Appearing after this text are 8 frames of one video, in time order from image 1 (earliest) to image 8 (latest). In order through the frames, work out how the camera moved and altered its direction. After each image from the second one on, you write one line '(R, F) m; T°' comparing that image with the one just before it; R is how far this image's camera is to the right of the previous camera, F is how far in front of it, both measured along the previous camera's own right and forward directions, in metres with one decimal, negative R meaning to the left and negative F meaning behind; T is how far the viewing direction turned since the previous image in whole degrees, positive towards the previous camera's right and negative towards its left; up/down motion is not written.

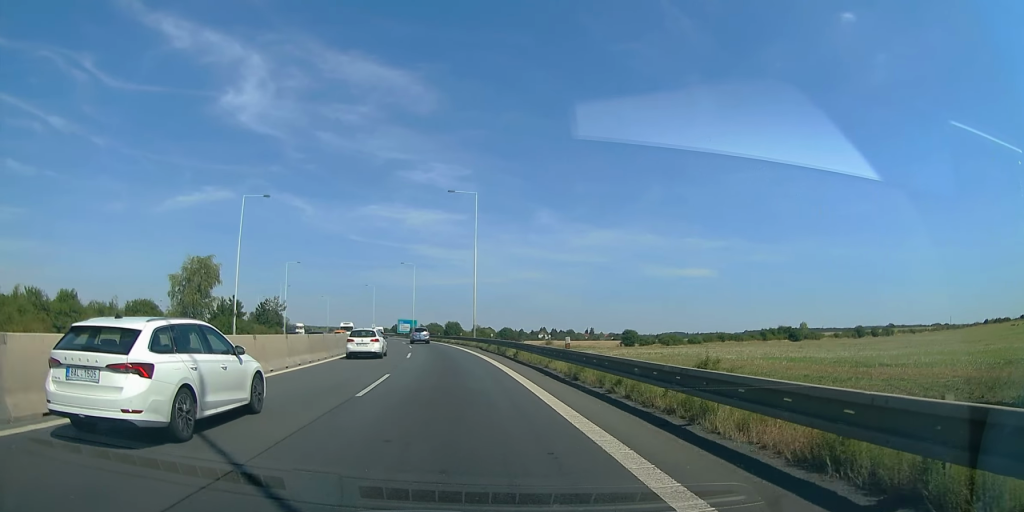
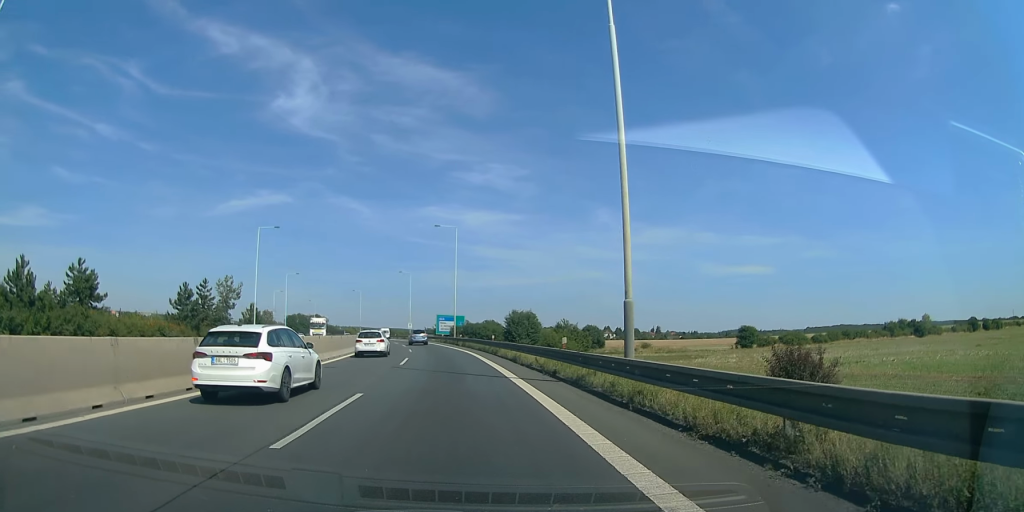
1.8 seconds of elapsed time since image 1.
(-0.5, +34.7) m; -5°
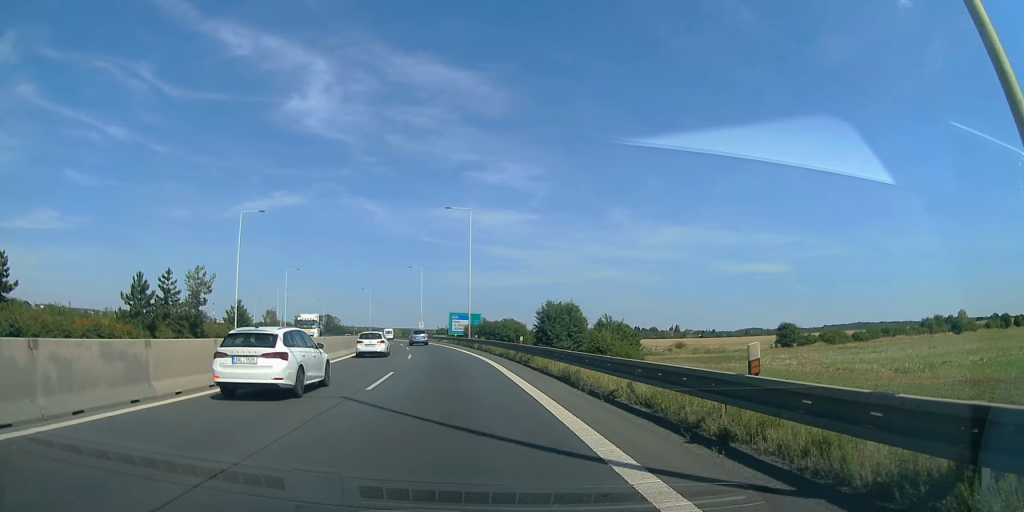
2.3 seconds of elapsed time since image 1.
(-0.4, +10.0) m; -2°
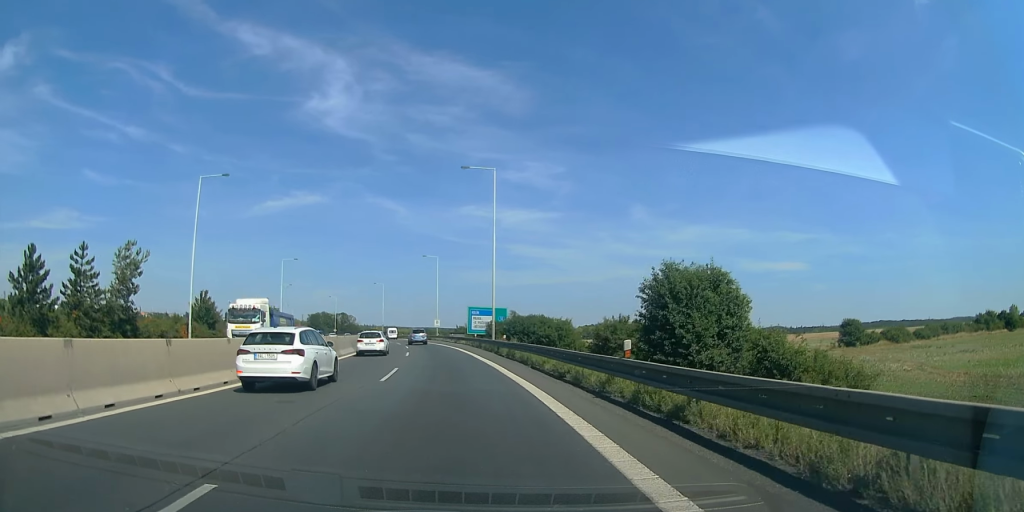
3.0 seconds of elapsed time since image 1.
(-0.4, +14.4) m; -2°
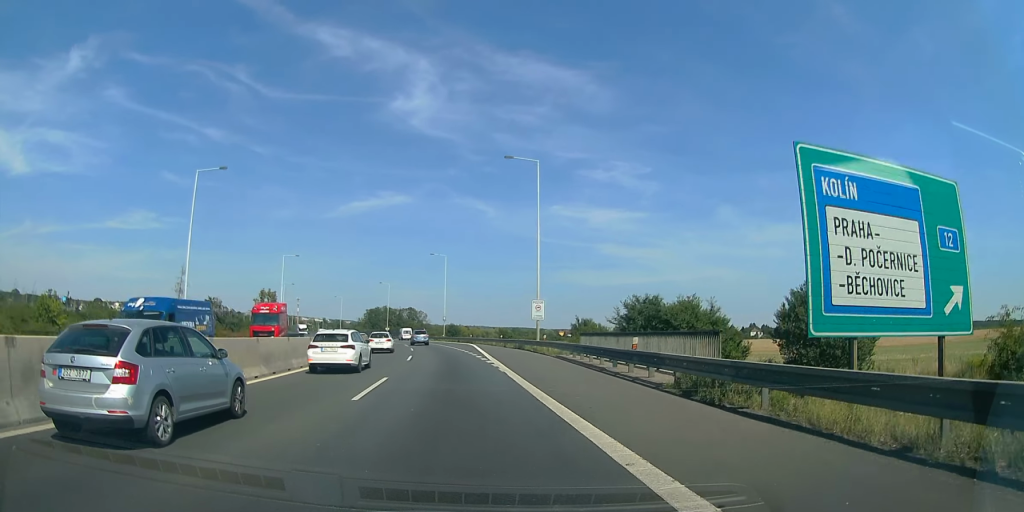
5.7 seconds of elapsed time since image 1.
(-5.7, +59.1) m; -8°
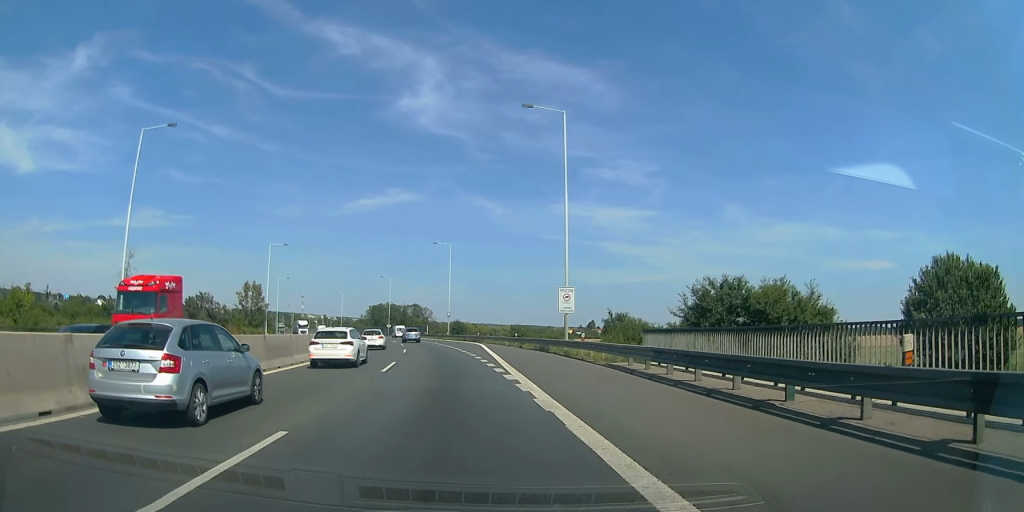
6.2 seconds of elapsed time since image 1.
(0.0, +11.0) m; -1°
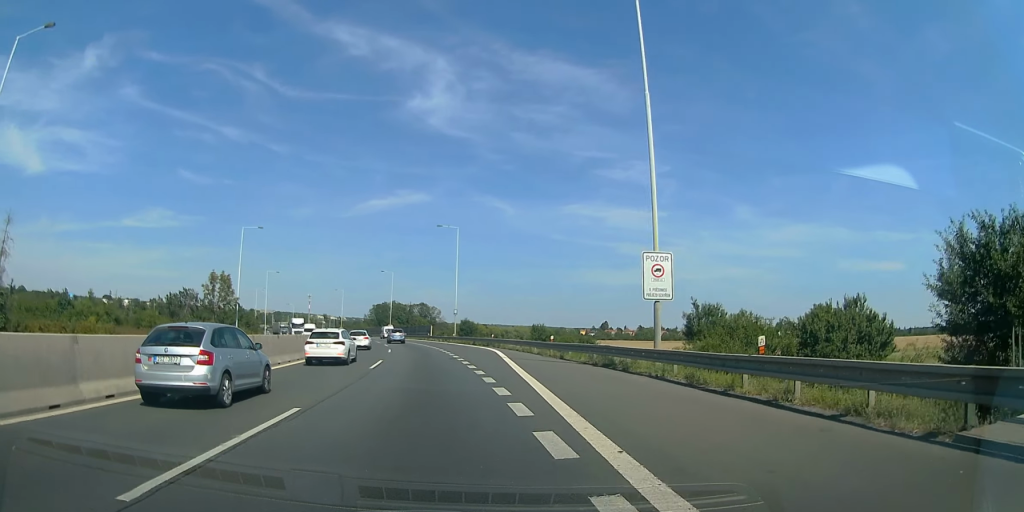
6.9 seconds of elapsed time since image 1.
(+0.1, +16.7) m; -1°
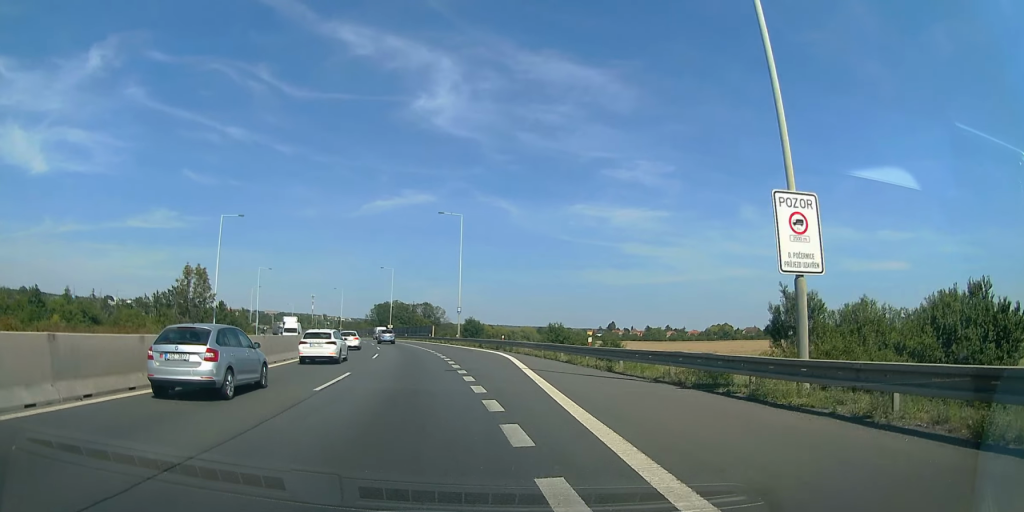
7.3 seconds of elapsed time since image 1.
(-0.3, +9.5) m; -1°
